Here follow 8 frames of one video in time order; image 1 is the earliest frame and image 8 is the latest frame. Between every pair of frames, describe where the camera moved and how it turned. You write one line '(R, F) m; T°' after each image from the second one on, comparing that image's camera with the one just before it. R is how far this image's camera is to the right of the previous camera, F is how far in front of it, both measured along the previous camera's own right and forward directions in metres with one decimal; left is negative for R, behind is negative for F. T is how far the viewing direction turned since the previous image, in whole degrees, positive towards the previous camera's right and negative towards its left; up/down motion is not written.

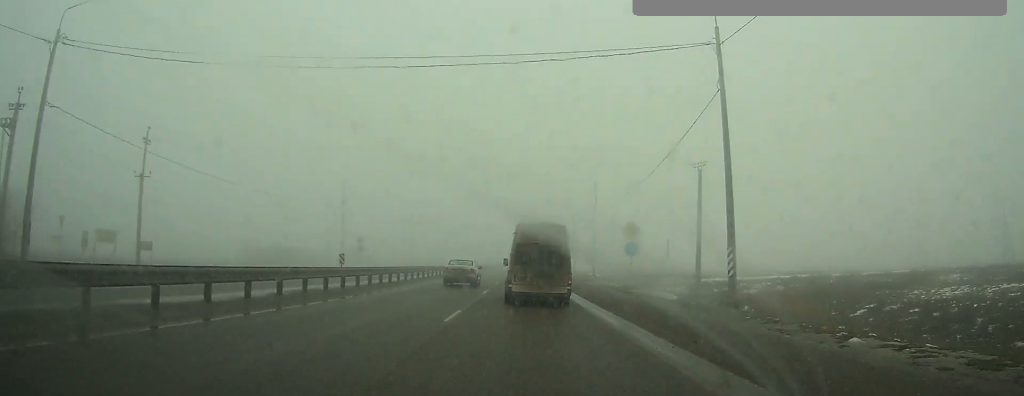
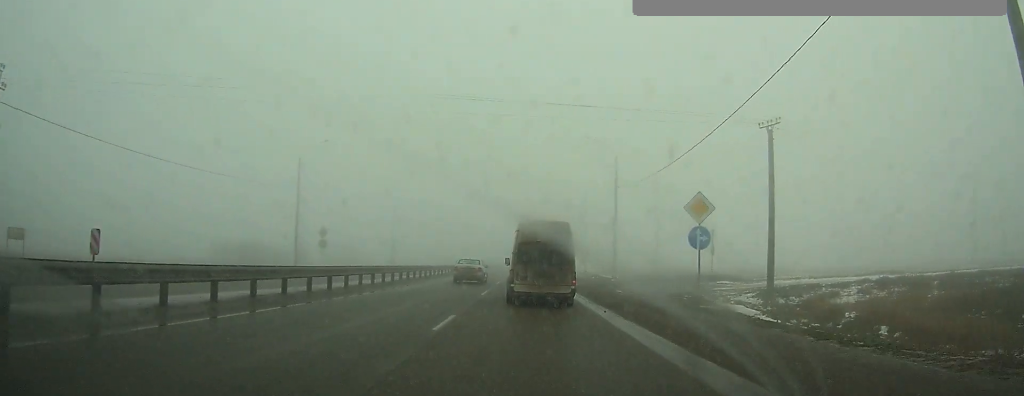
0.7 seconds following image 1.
(0.0, +11.3) m; 0°
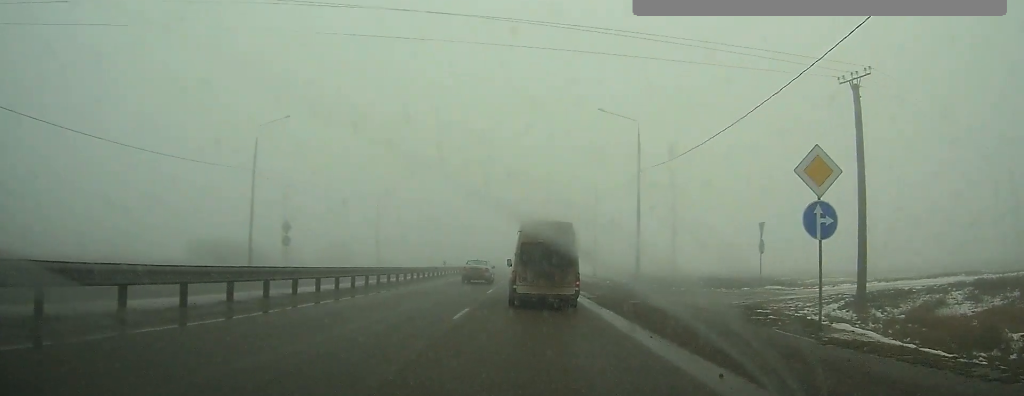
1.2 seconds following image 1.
(0.0, +8.2) m; 0°
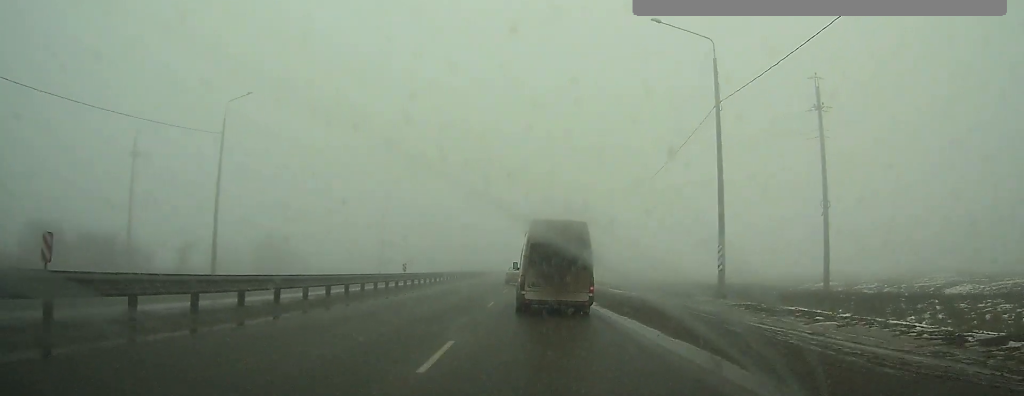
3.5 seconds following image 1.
(-0.1, +42.5) m; +1°
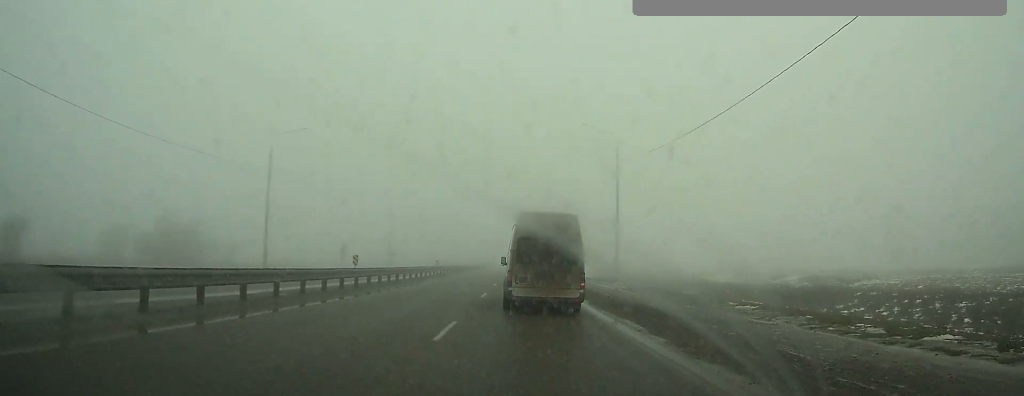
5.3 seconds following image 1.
(+0.5, +38.3) m; +1°
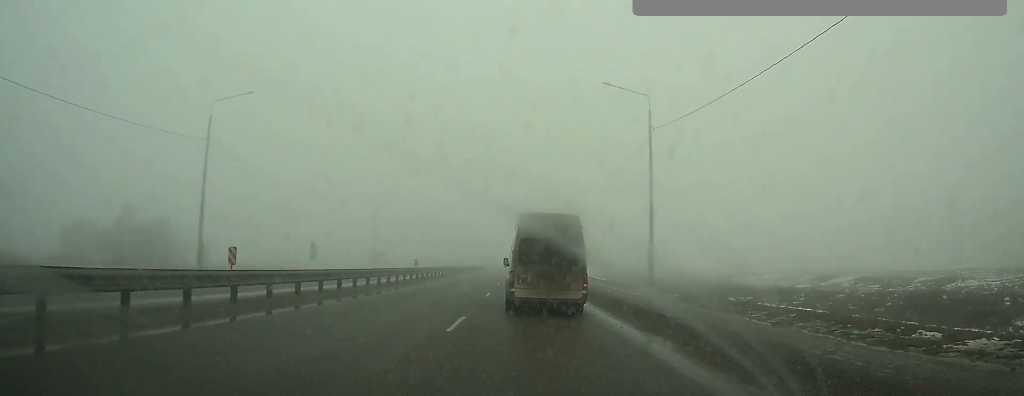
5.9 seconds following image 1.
(0.0, +10.9) m; 0°
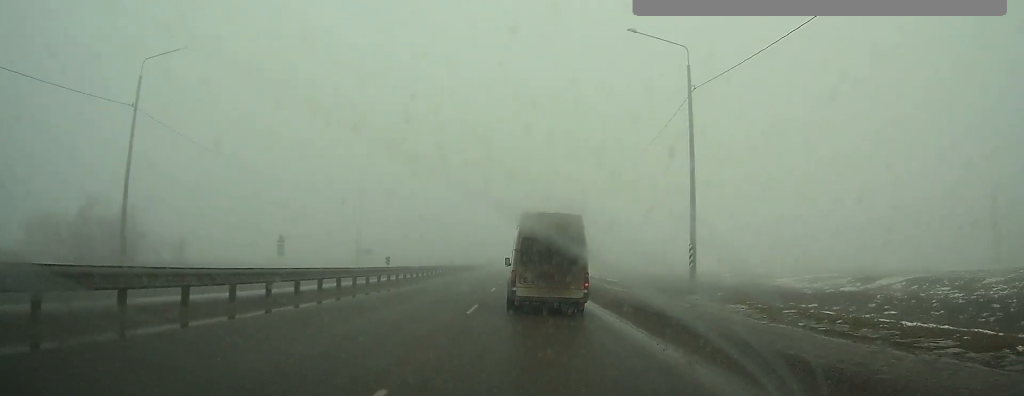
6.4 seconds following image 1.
(0.0, +8.0) m; 0°
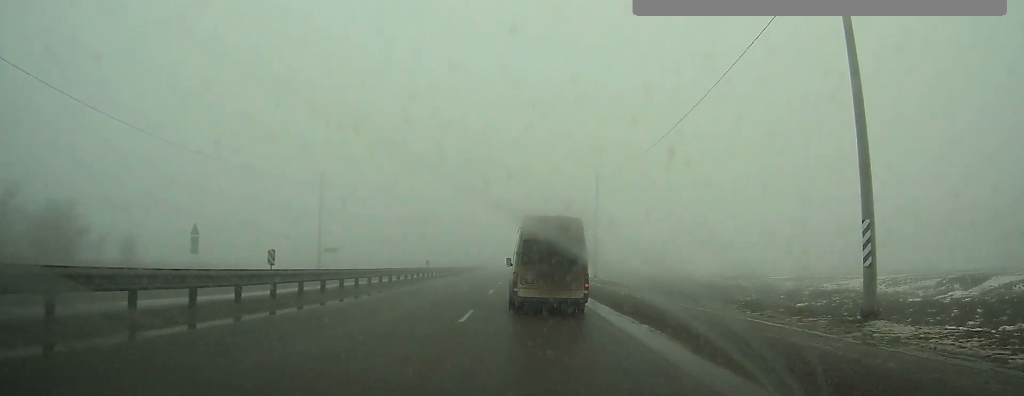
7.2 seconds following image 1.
(0.0, +13.0) m; 0°
